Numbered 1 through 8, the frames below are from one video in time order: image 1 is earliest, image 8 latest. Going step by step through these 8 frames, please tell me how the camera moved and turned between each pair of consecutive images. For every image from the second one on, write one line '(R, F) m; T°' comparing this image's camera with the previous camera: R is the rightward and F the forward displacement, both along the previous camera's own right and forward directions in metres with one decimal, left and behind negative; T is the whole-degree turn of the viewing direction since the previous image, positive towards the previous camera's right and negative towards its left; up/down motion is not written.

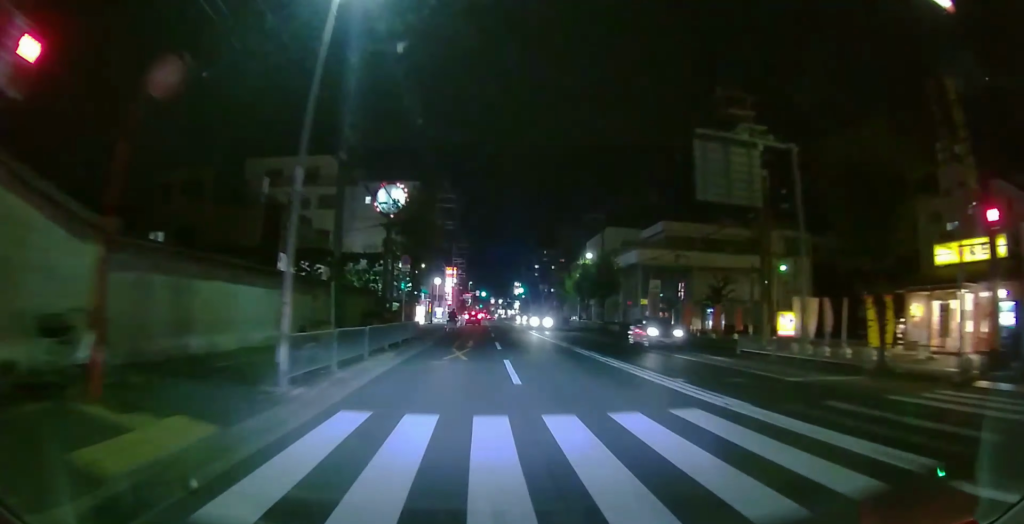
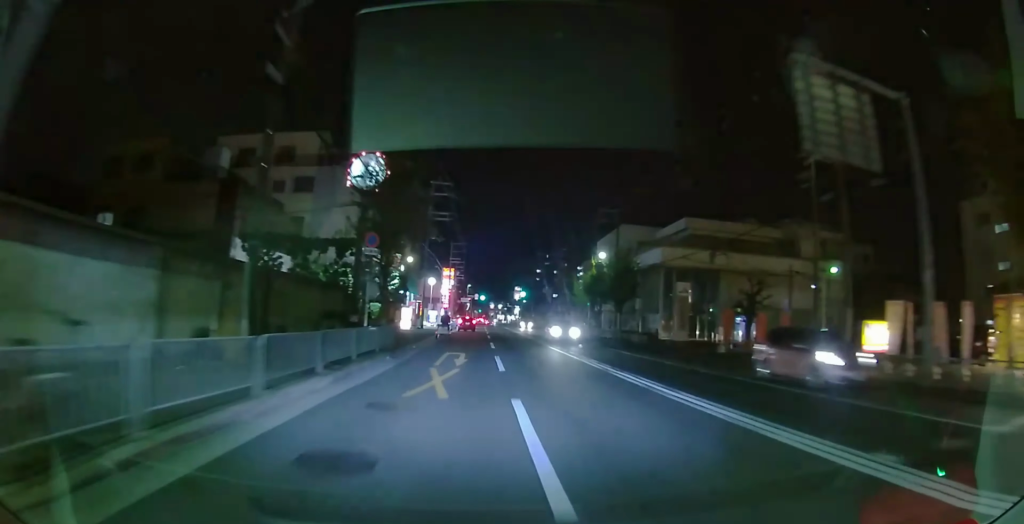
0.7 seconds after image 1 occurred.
(0.0, +6.6) m; 0°
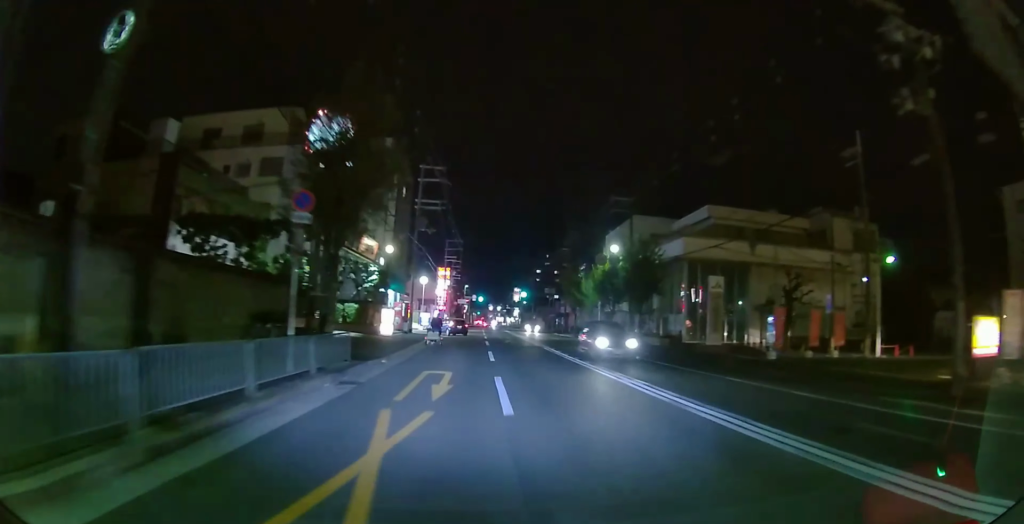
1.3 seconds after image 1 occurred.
(0.0, +5.9) m; 0°
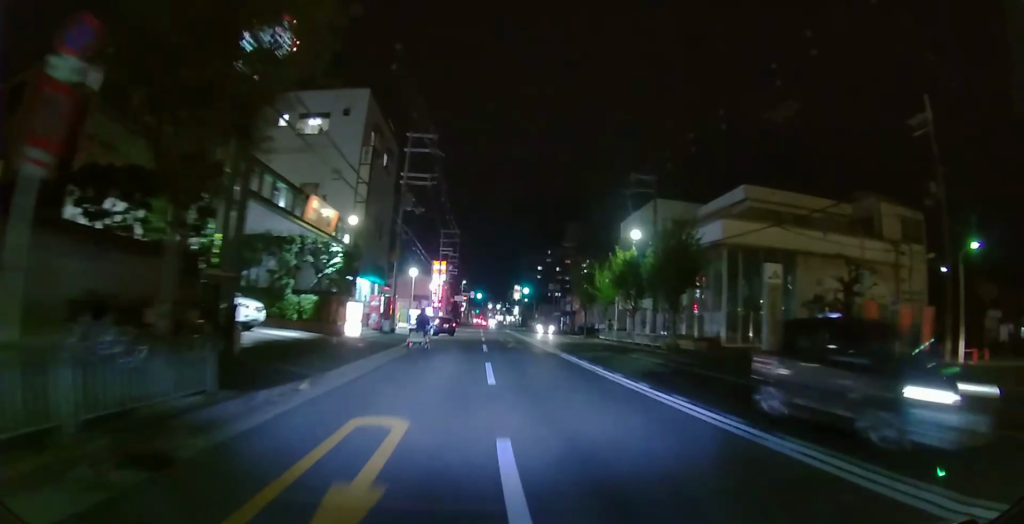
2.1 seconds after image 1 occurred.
(0.0, +6.8) m; 0°
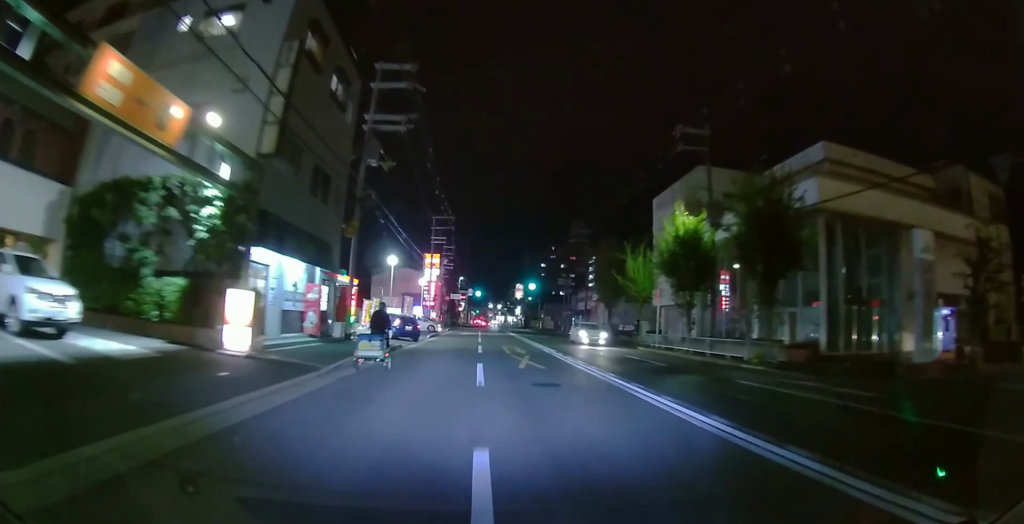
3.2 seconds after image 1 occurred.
(0.0, +10.2) m; 0°
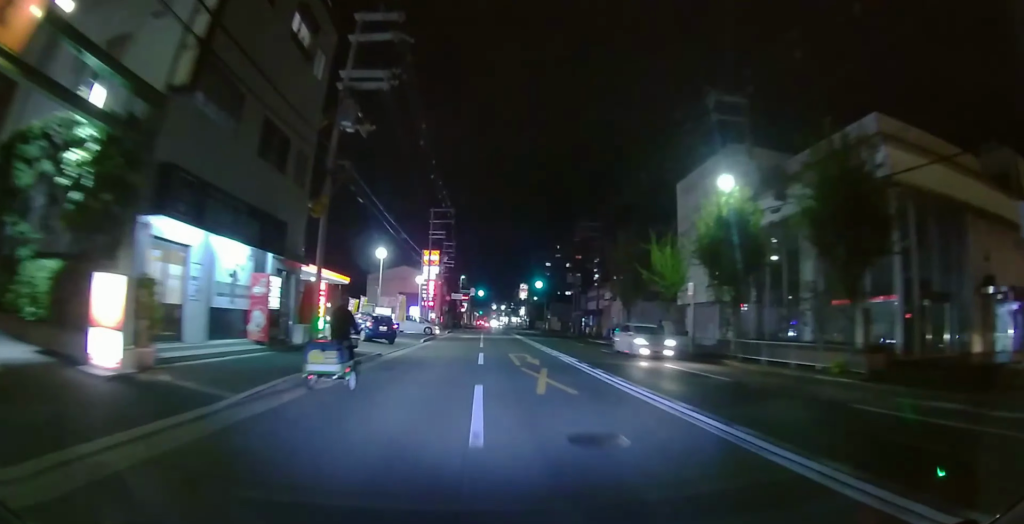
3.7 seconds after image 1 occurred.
(0.0, +4.7) m; 0°
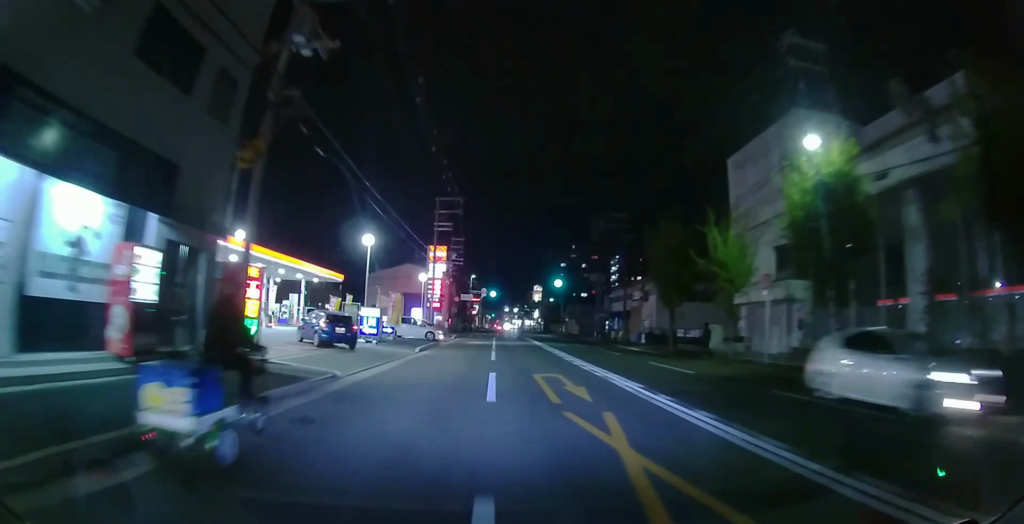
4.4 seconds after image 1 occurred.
(0.0, +6.6) m; -1°
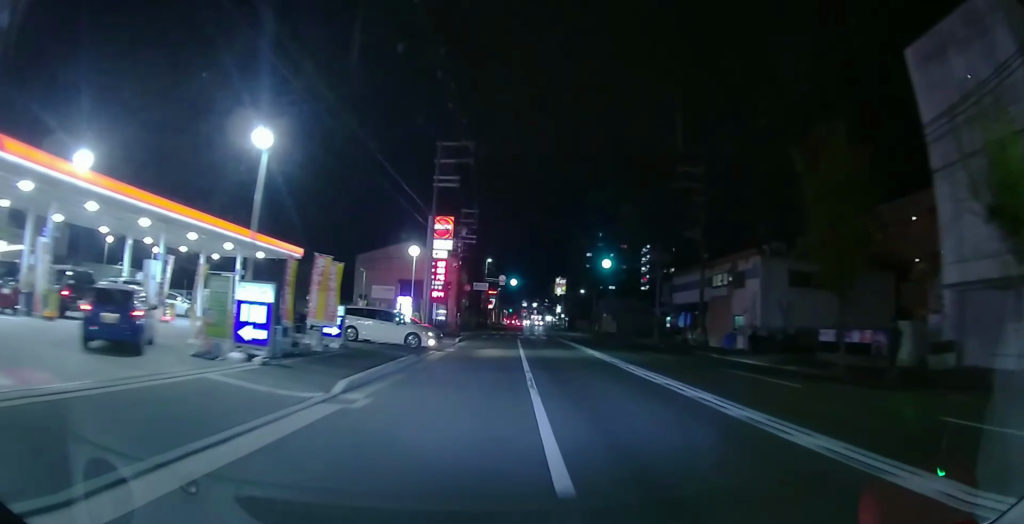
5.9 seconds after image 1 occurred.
(-0.2, +14.6) m; -1°
